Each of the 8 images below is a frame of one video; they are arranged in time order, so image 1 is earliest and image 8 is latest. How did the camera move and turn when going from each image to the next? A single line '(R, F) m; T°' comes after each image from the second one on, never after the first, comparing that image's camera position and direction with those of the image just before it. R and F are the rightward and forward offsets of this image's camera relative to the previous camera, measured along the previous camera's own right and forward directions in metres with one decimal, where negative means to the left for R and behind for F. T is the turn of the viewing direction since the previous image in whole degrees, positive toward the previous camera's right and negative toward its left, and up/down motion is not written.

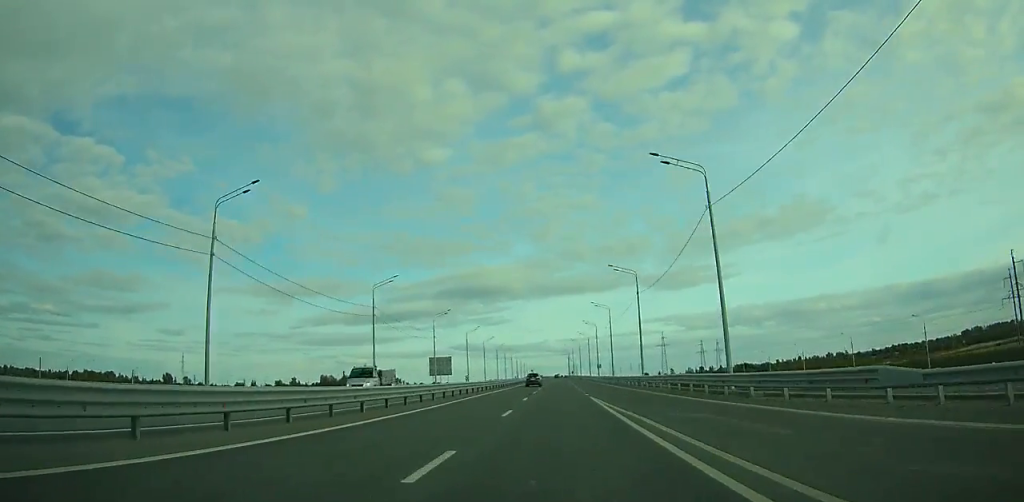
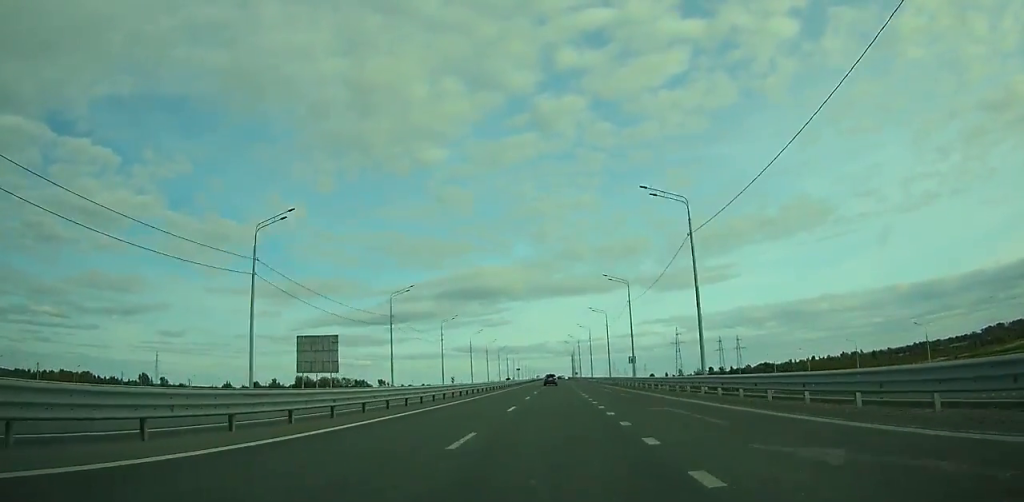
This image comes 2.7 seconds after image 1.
(+0.1, +58.9) m; 0°
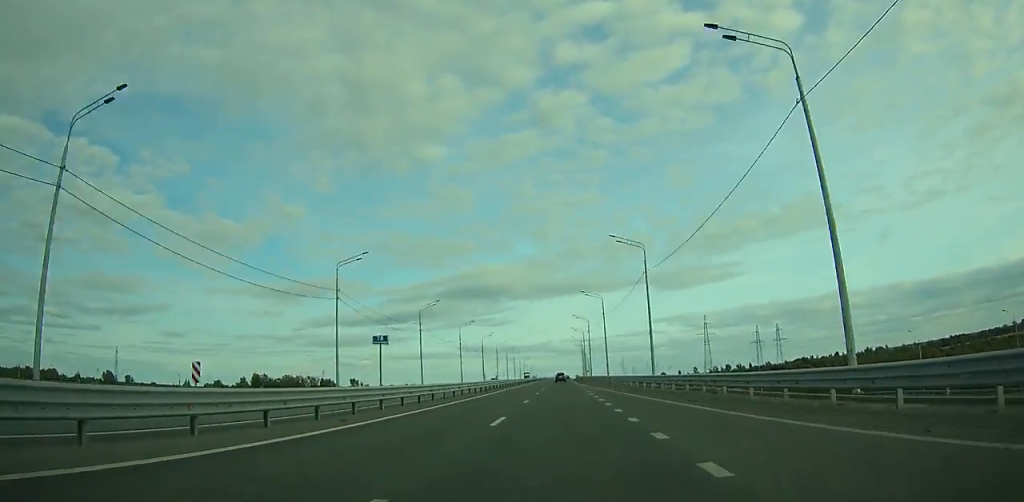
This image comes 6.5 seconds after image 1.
(-0.3, +82.0) m; -1°
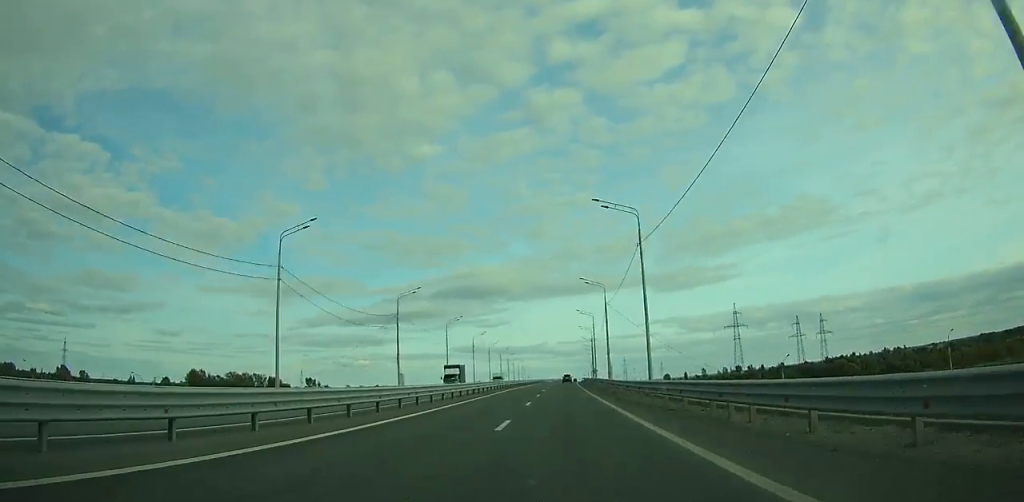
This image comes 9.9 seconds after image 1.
(-0.3, +74.1) m; 0°
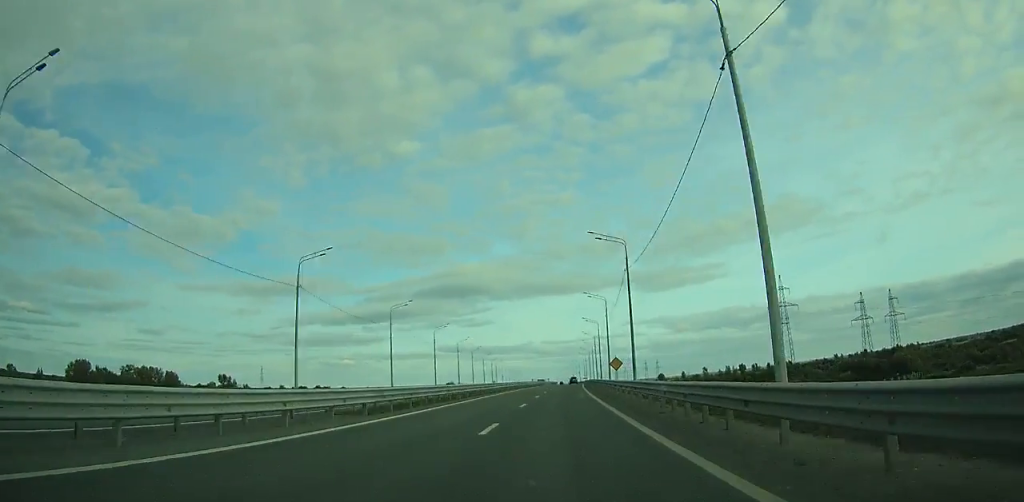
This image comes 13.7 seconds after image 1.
(+0.4, +85.2) m; +1°
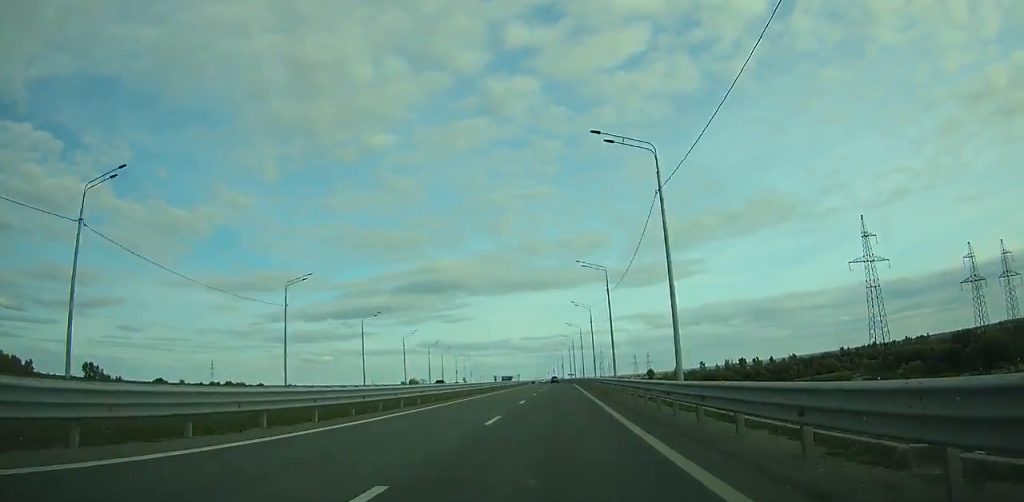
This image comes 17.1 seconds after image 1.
(+1.3, +79.6) m; +1°
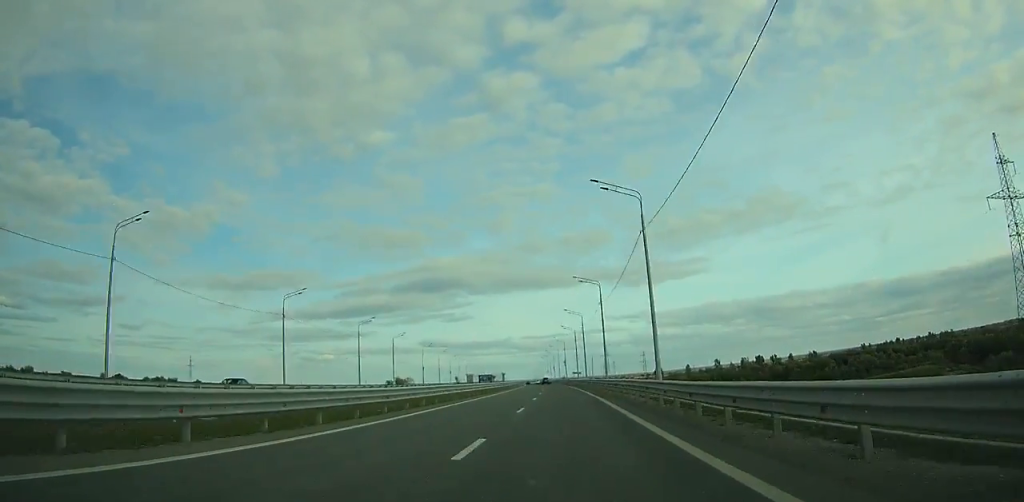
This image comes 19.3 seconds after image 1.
(+0.6, +52.9) m; 0°
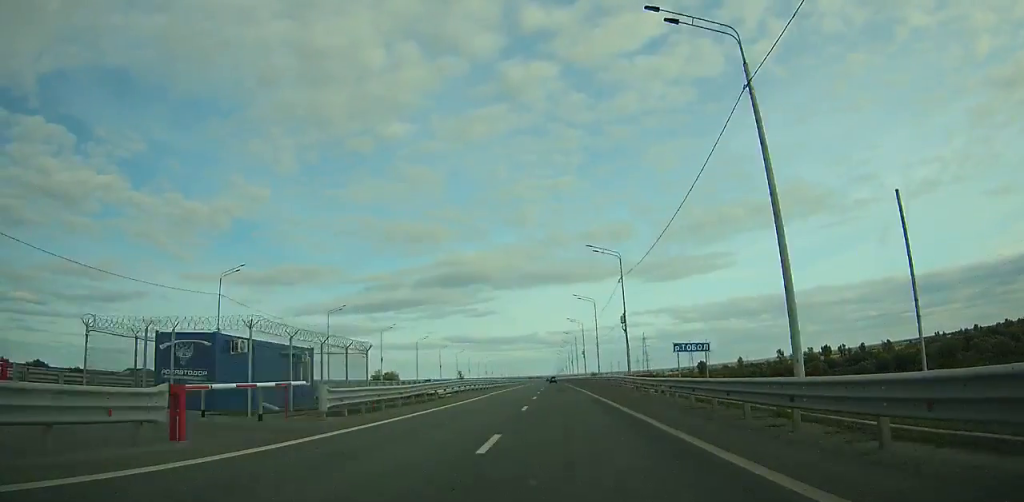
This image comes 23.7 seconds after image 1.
(-1.0, +108.4) m; -2°
